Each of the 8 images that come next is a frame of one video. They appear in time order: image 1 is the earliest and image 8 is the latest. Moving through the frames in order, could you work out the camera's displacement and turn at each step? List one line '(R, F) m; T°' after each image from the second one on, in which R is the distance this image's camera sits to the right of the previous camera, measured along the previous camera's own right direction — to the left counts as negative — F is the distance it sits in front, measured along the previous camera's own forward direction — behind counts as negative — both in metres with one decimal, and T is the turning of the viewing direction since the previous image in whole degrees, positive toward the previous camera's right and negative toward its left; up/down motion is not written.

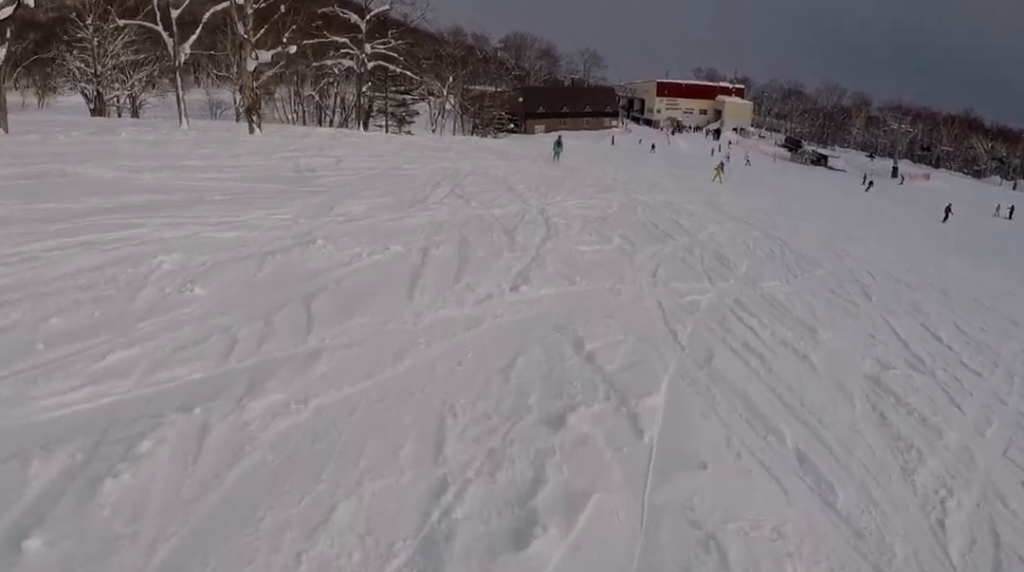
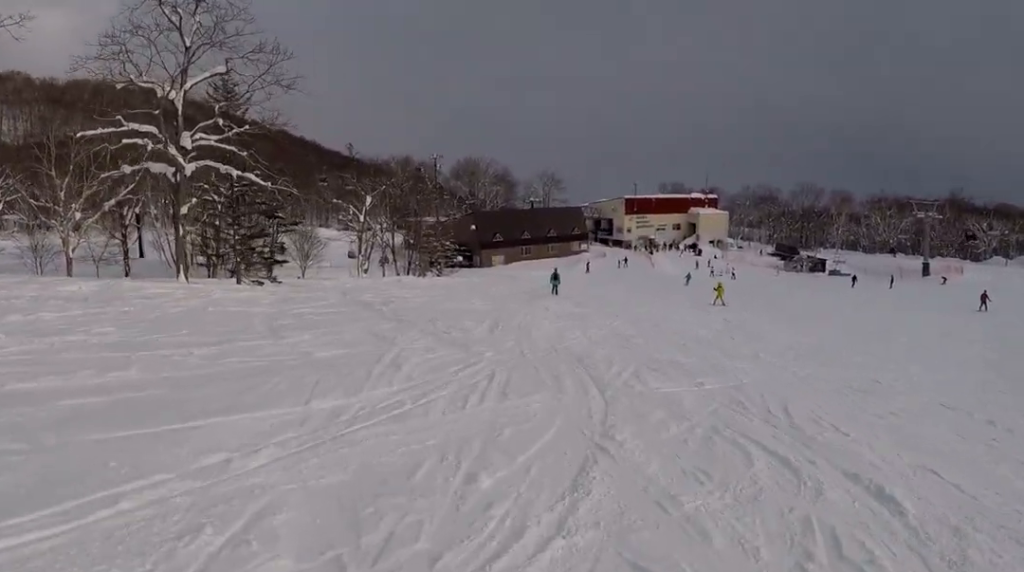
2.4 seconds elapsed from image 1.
(+0.1, +25.1) m; +4°
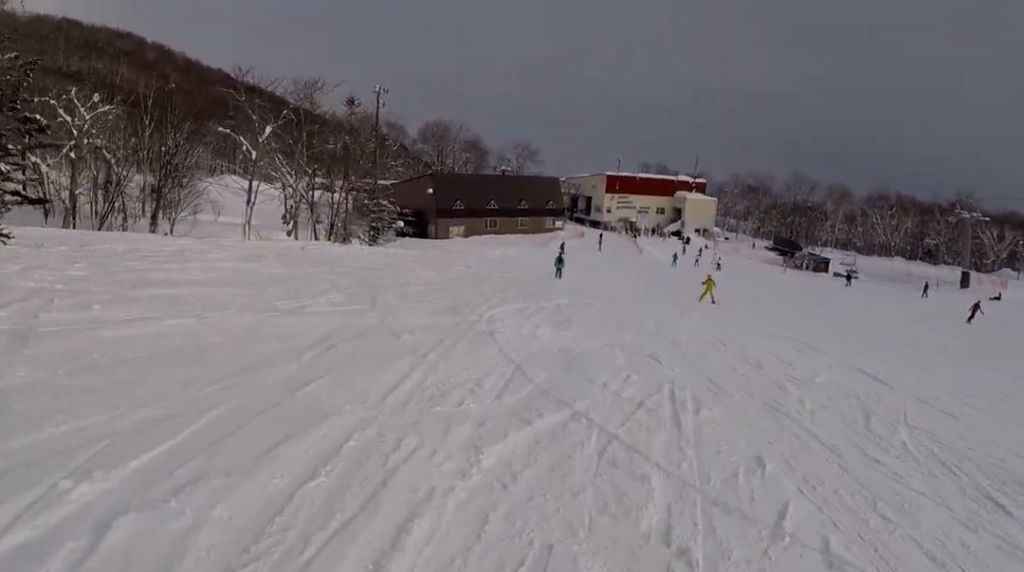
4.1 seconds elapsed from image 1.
(+1.7, +18.1) m; +4°
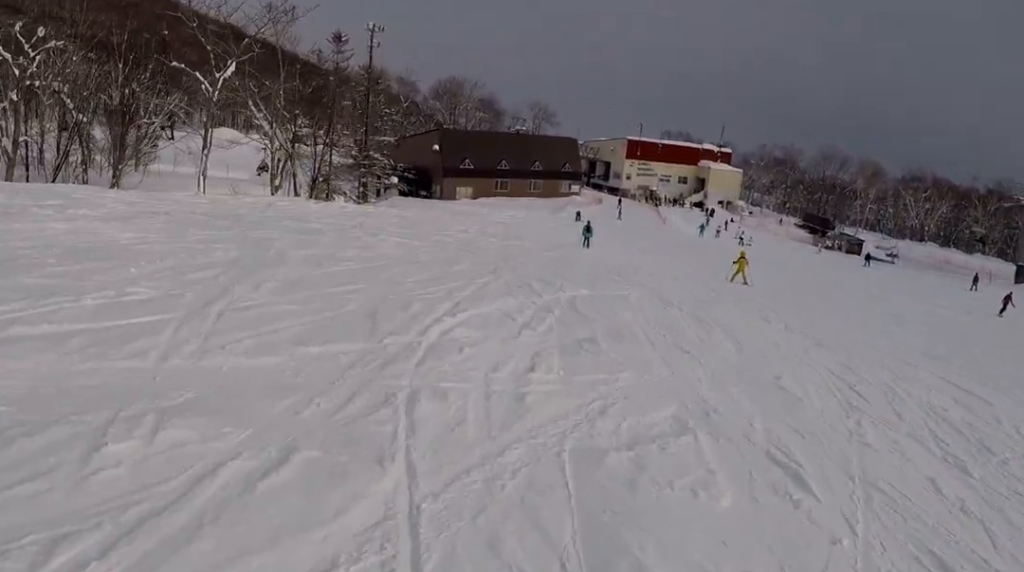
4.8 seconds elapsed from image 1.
(-0.9, +7.3) m; -2°
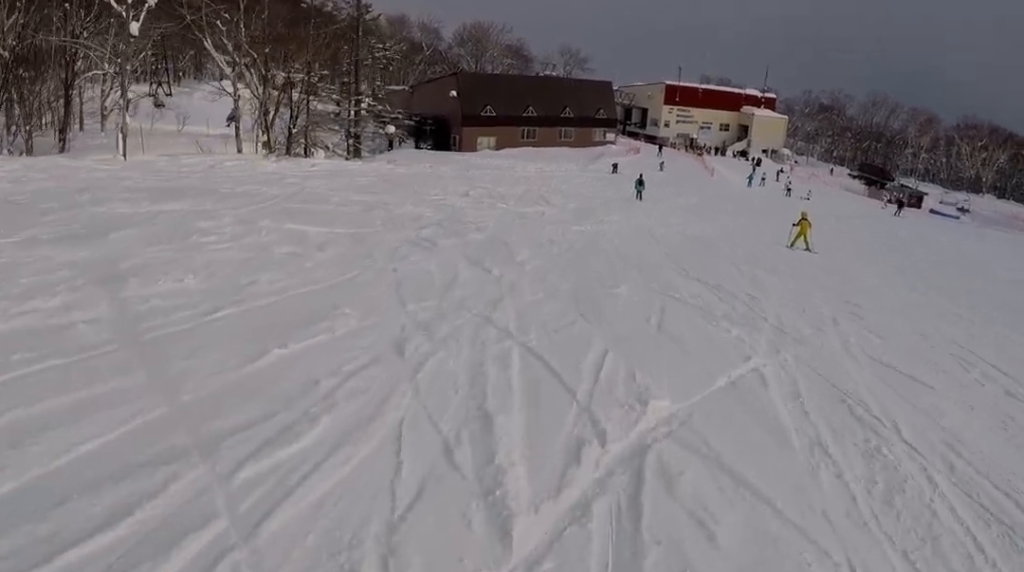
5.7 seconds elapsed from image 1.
(+0.6, +9.3) m; -1°
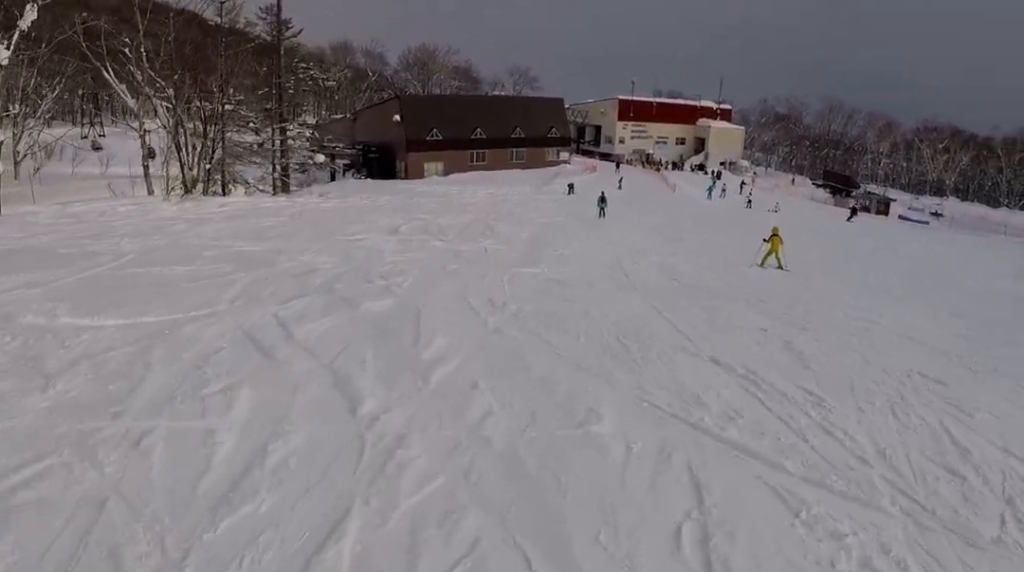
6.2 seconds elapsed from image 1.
(-0.1, +4.6) m; 0°
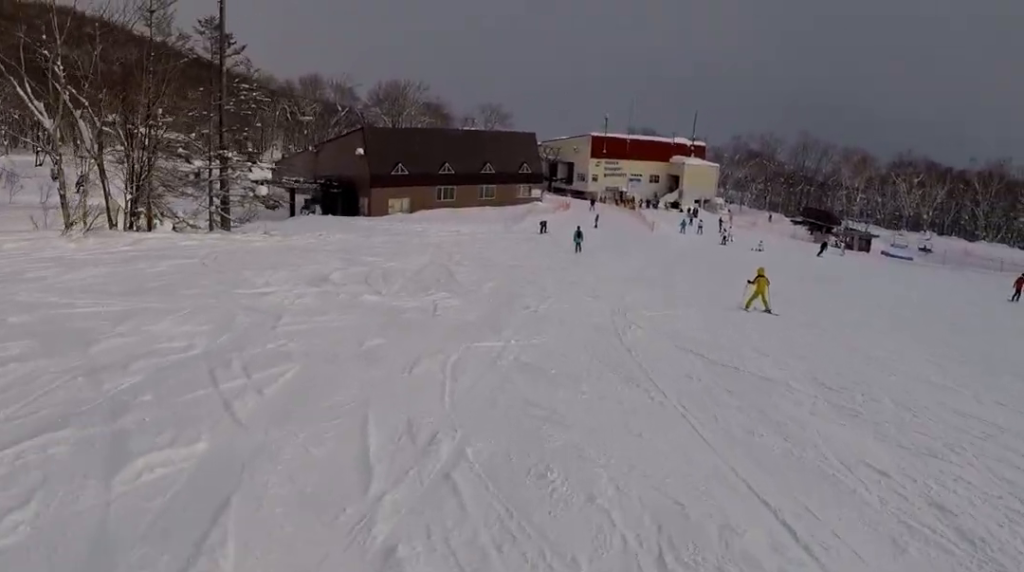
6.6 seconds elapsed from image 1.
(-0.5, +4.7) m; 0°
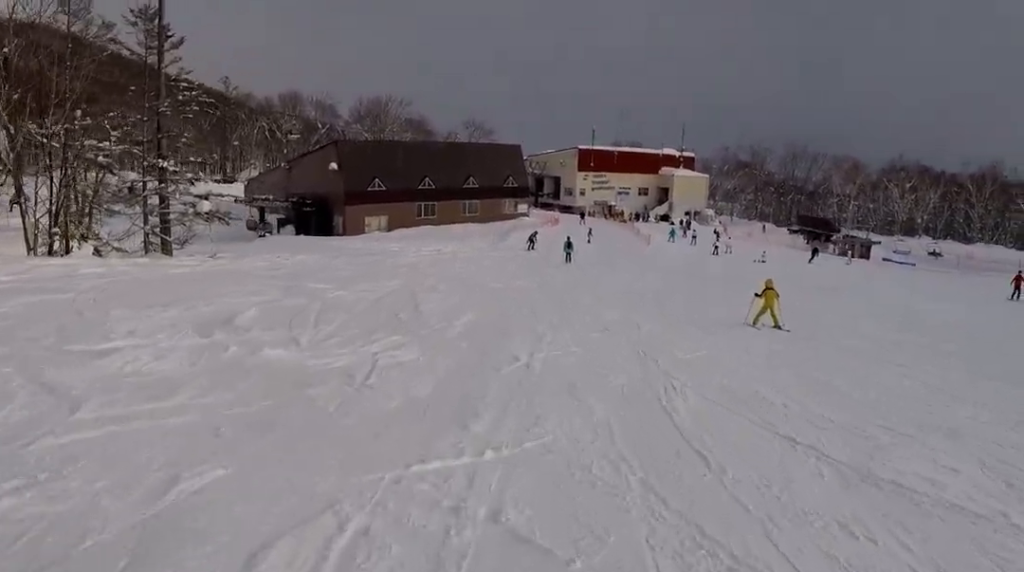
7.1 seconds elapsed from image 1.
(-0.1, +5.0) m; +1°
